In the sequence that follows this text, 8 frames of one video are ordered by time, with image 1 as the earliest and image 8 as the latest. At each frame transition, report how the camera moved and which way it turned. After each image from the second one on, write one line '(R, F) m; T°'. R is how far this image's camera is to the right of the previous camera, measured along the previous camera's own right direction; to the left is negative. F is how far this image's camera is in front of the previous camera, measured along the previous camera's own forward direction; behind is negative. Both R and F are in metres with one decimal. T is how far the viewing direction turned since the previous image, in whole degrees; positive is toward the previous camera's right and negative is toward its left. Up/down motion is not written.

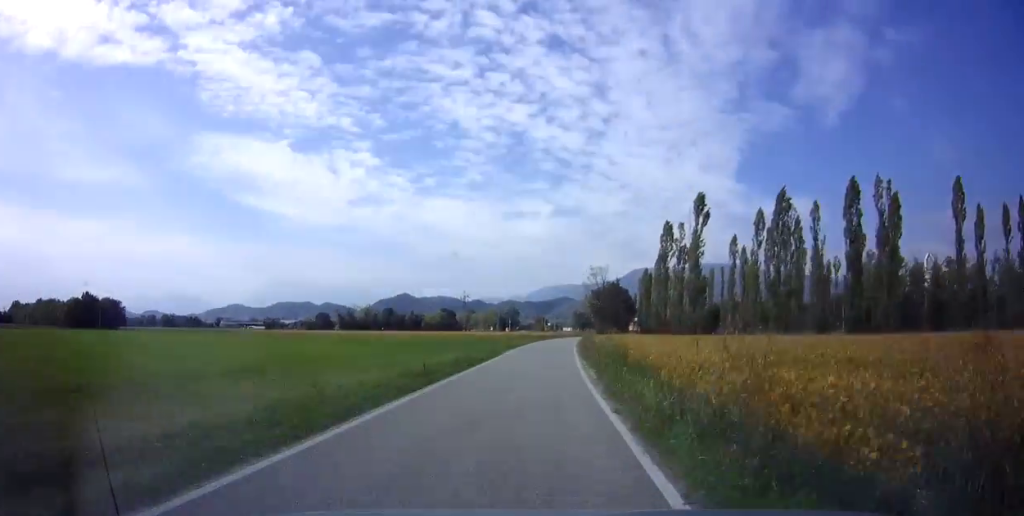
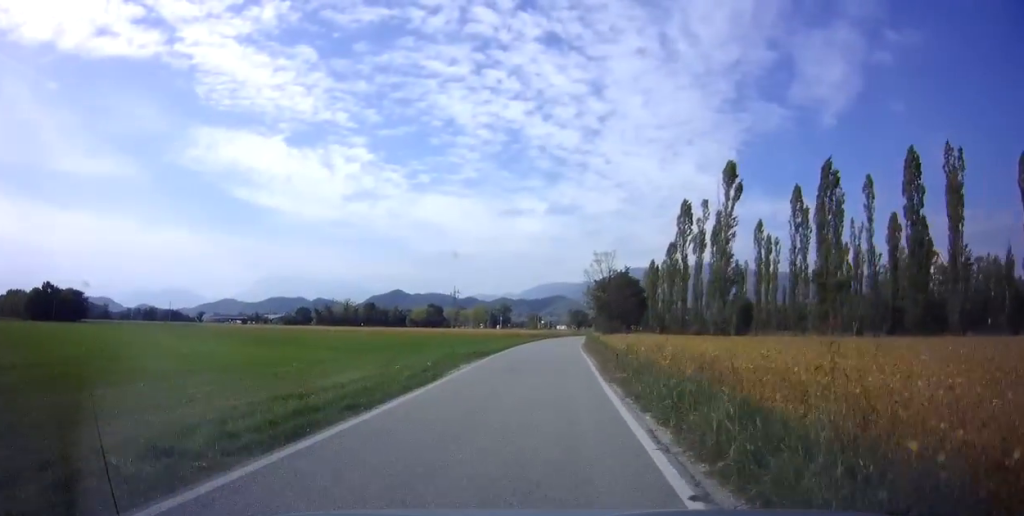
(+0.3, +16.8) m; +1°
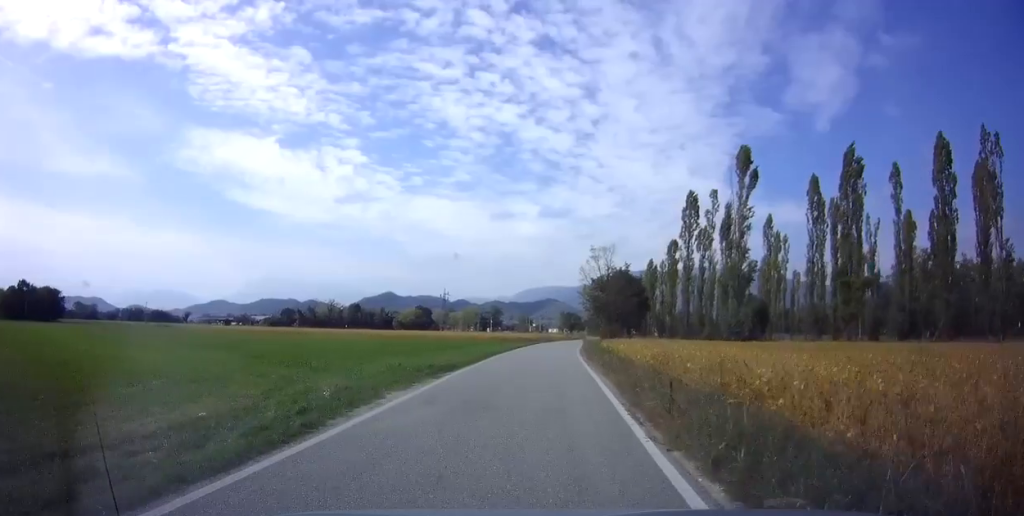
(+0.1, +7.9) m; +1°
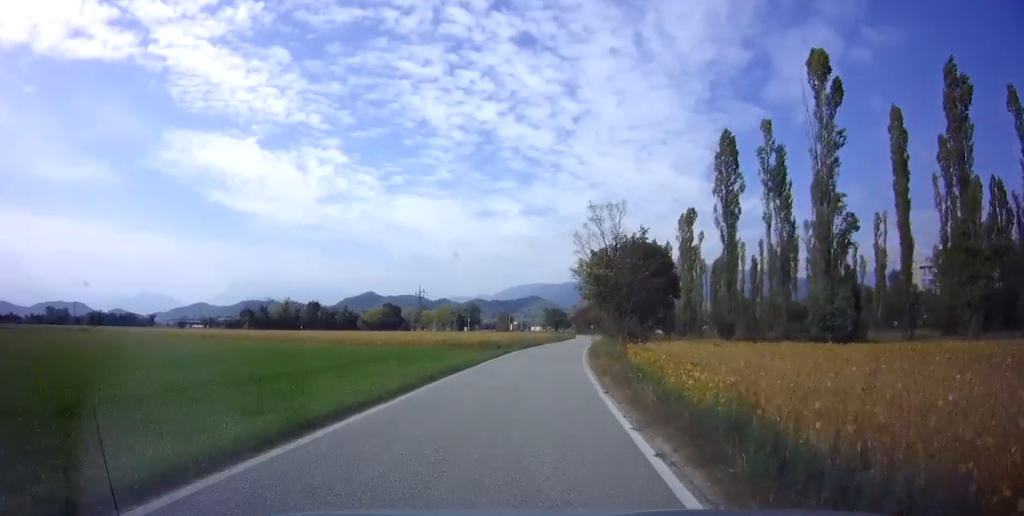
(+0.2, +24.1) m; +1°
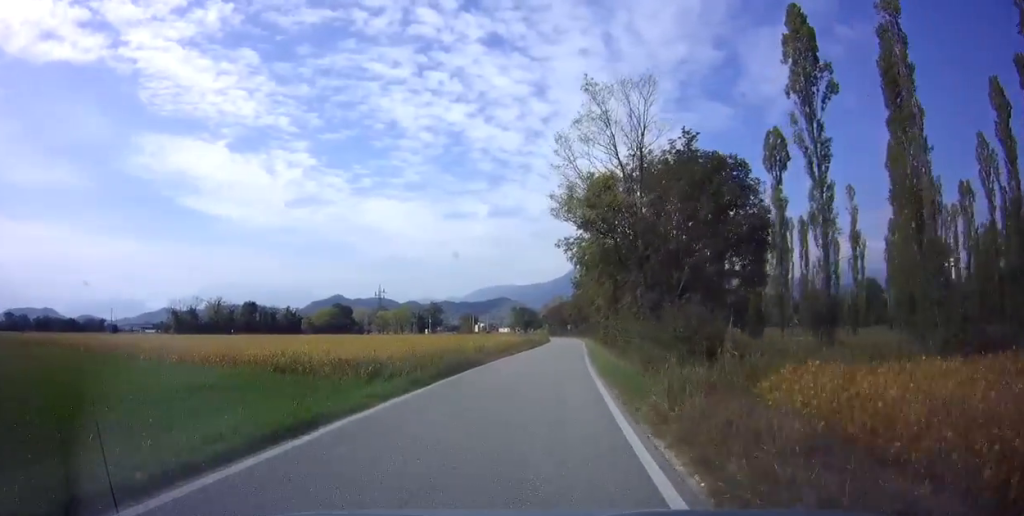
(+0.3, +24.0) m; +3°
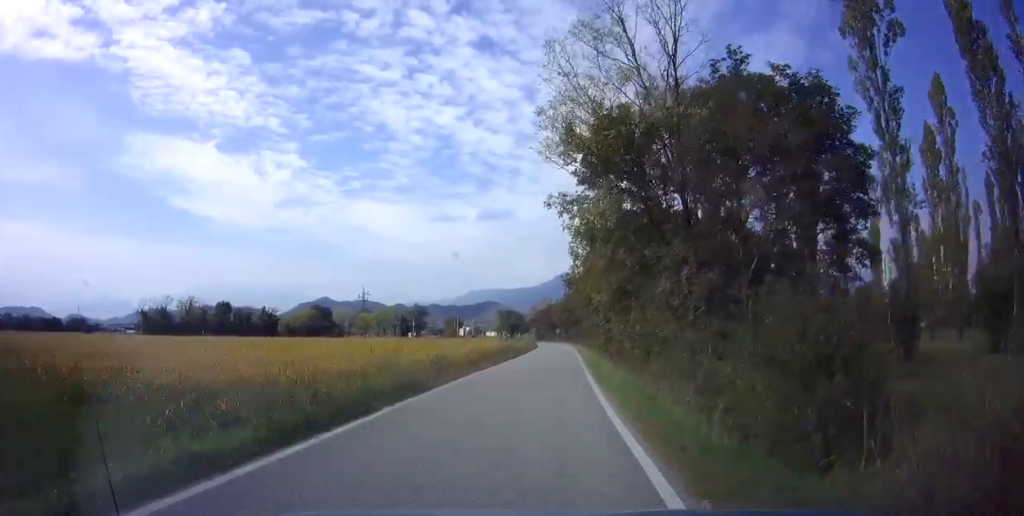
(+0.2, +8.4) m; +1°
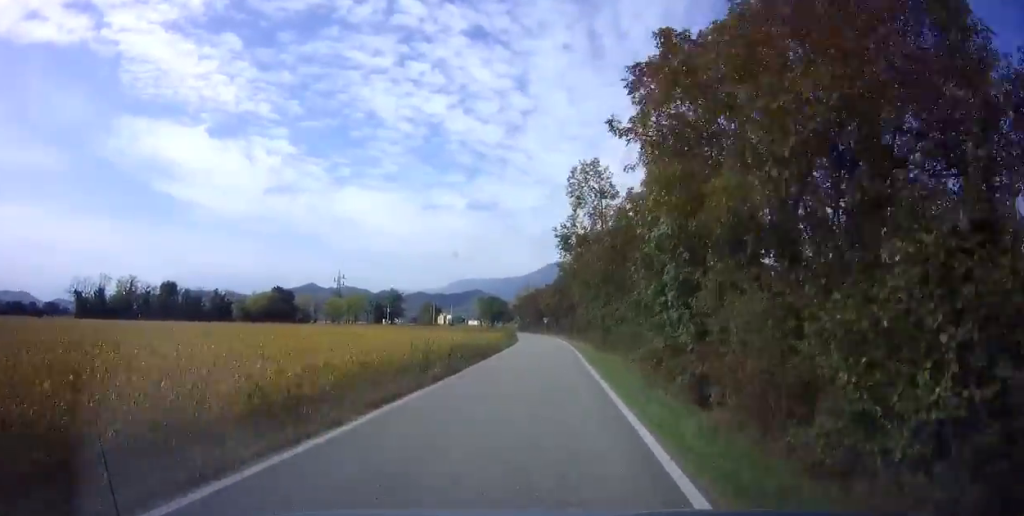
(+0.5, +20.9) m; +2°
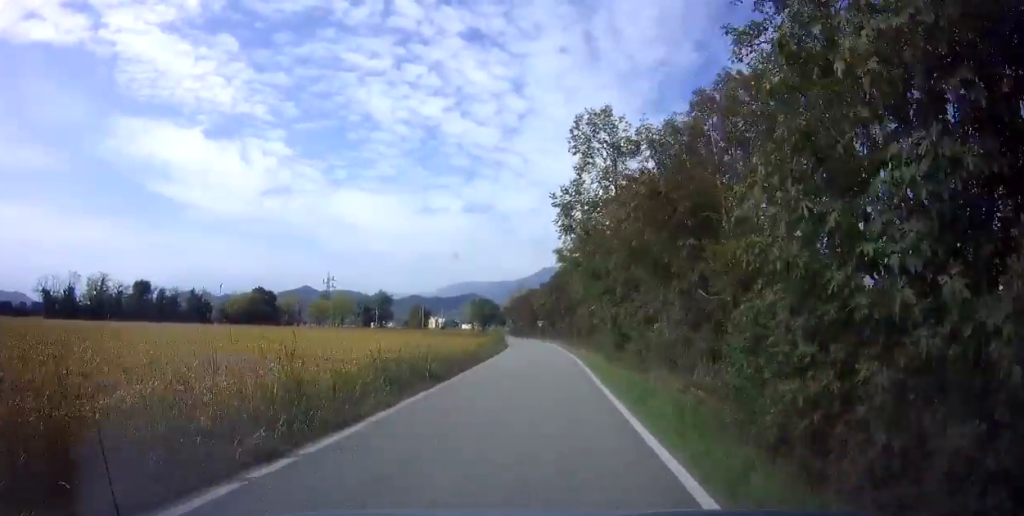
(+0.1, +9.1) m; 0°
